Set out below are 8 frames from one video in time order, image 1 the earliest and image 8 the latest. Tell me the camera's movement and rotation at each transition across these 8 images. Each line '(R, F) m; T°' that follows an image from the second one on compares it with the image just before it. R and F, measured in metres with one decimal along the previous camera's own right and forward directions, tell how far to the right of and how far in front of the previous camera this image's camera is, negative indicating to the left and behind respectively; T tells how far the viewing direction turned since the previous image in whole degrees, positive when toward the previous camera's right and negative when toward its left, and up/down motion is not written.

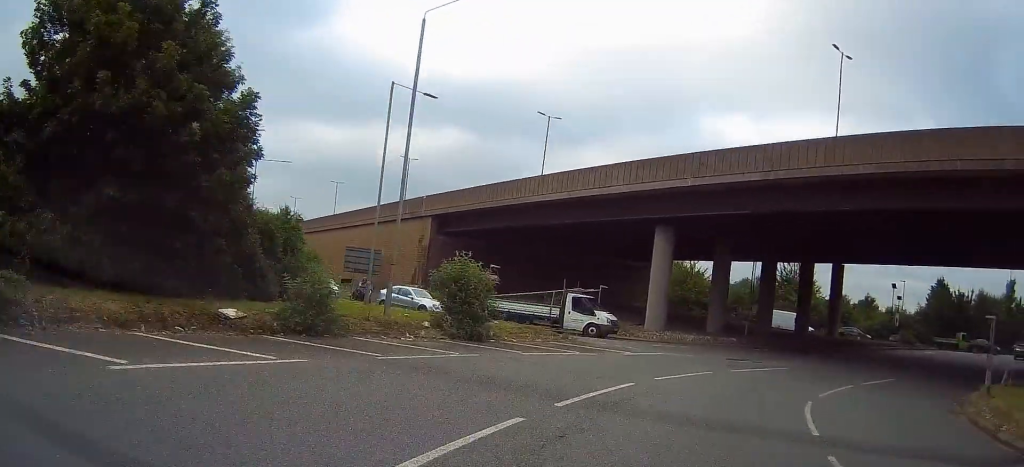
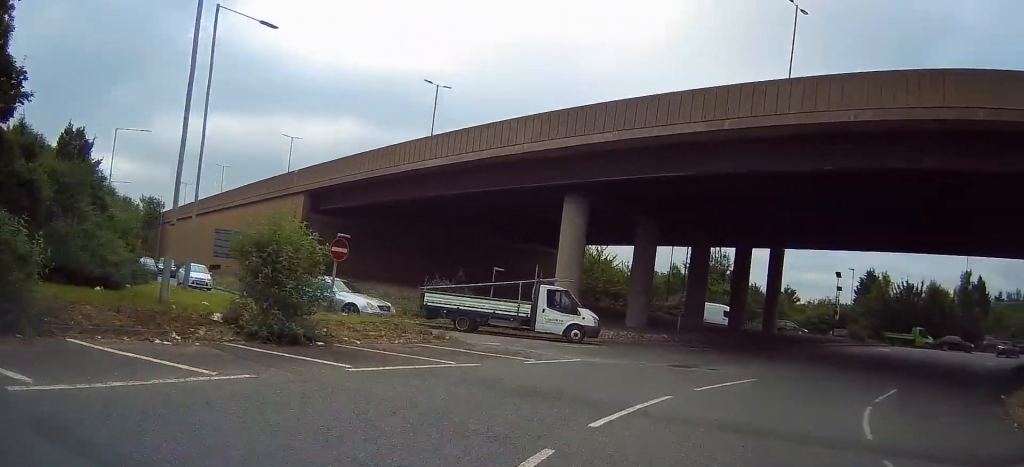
(+0.1, +7.4) m; +7°
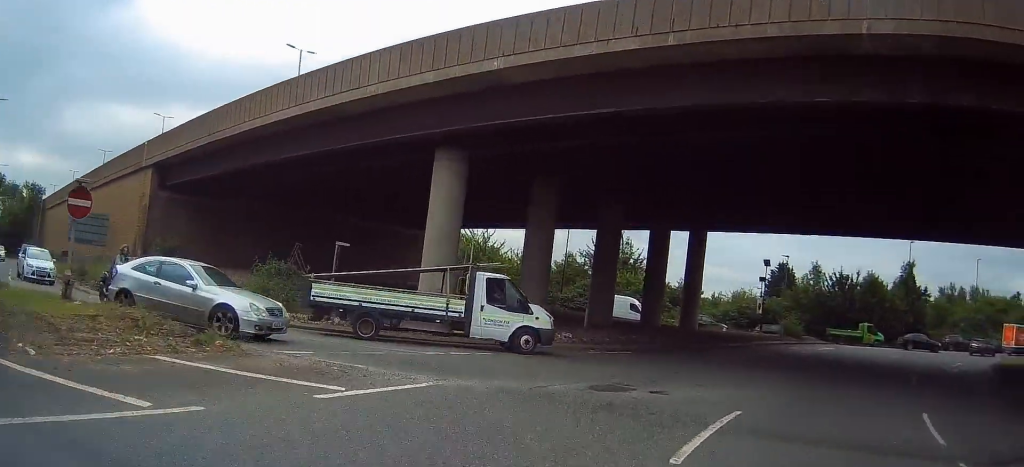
(+0.8, +7.3) m; +9°
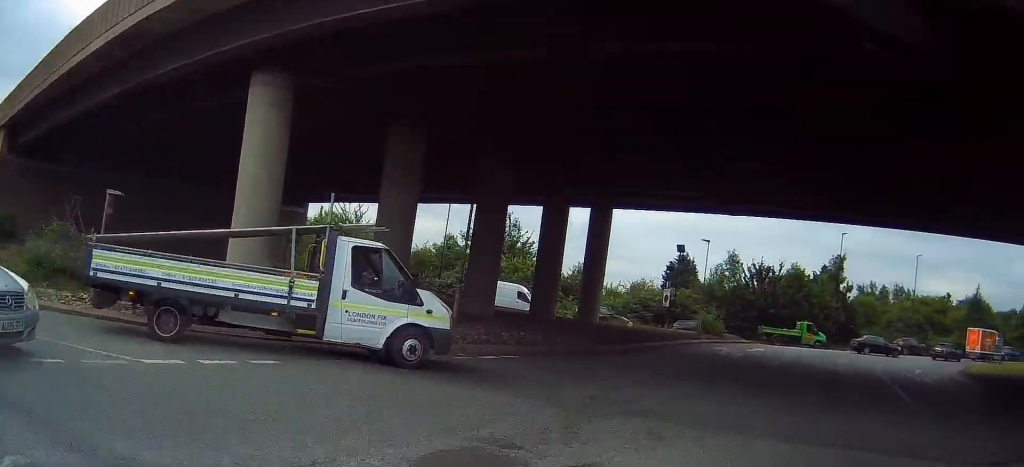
(+0.2, +6.7) m; +9°
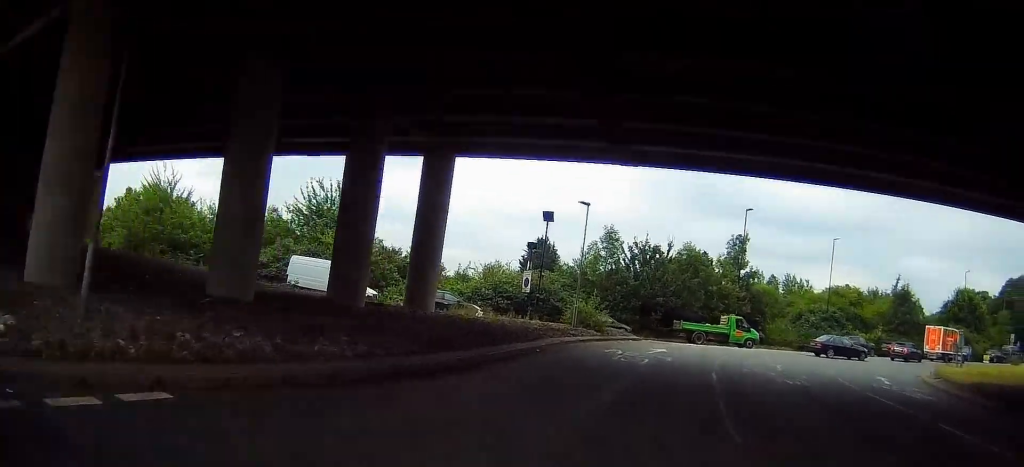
(+1.3, +9.7) m; +12°
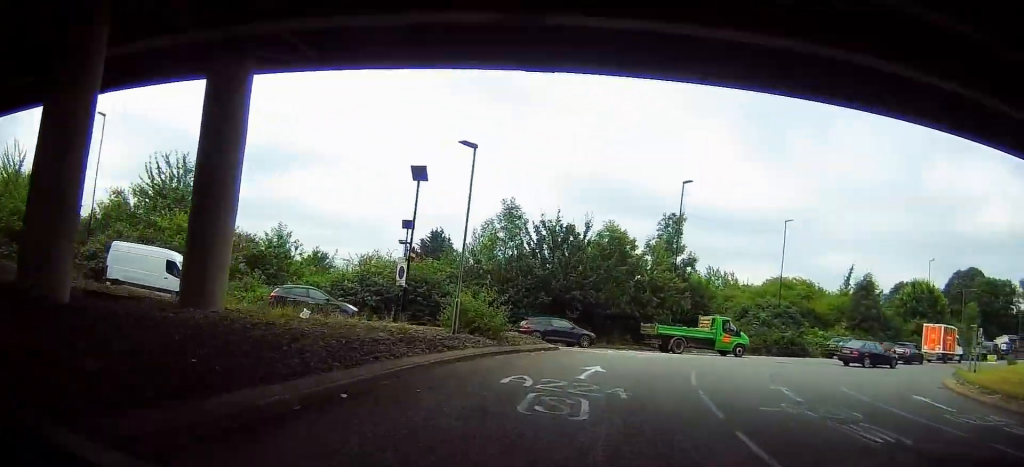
(+0.8, +9.7) m; +3°
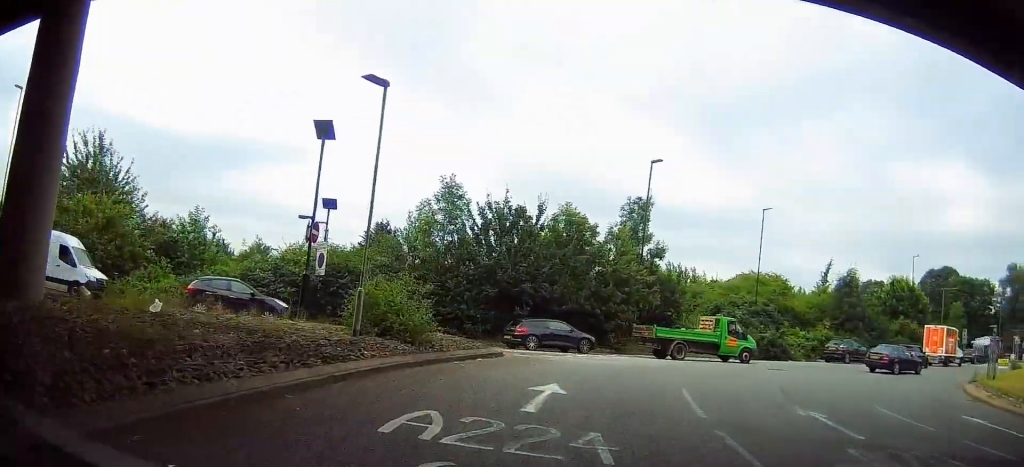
(+0.1, +5.0) m; +3°
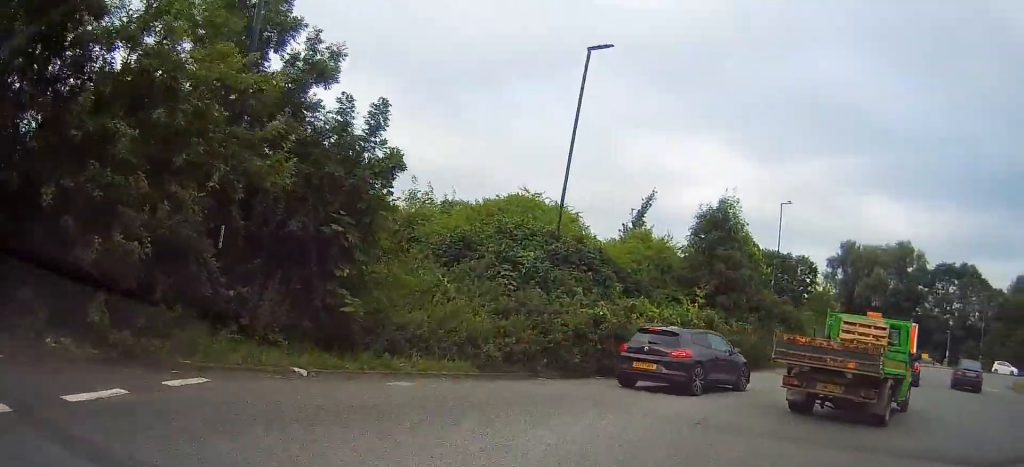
(+4.8, +24.2) m; +27°
